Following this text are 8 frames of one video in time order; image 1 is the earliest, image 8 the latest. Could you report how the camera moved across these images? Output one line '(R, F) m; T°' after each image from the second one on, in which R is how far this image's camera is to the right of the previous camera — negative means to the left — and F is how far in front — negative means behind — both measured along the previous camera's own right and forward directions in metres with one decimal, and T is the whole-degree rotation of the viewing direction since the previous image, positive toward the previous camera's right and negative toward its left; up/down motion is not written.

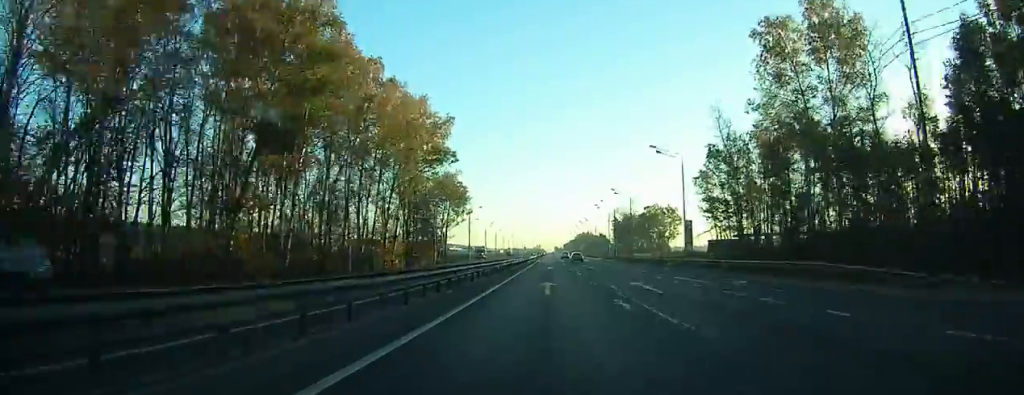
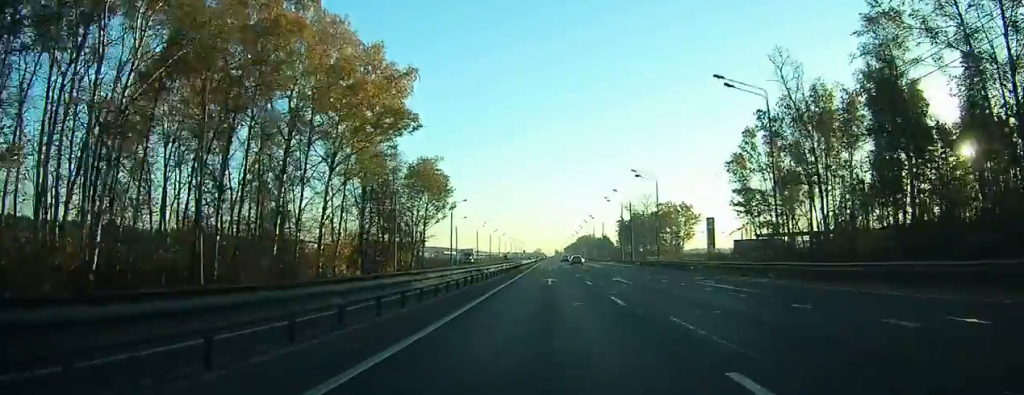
(0.0, +23.4) m; 0°
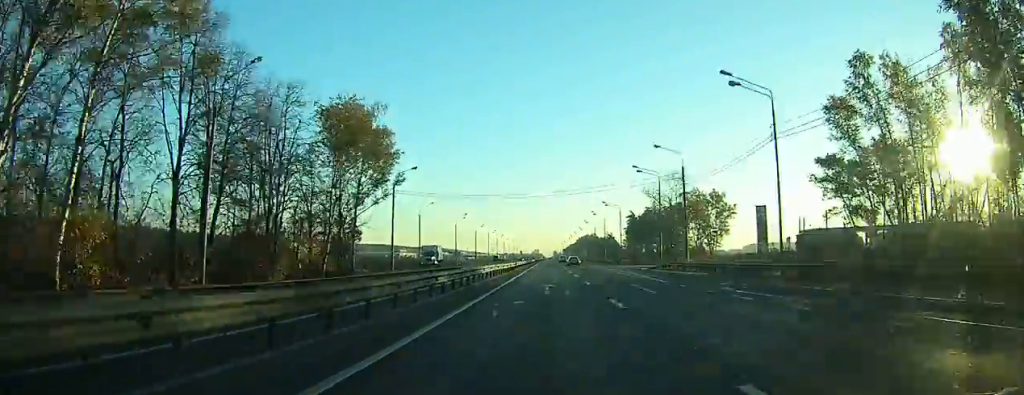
(0.0, +38.2) m; 0°
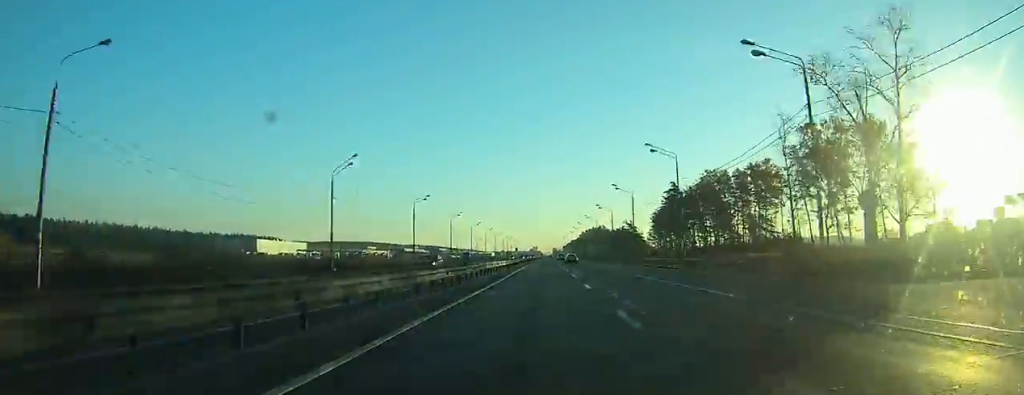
(0.0, +76.3) m; 0°
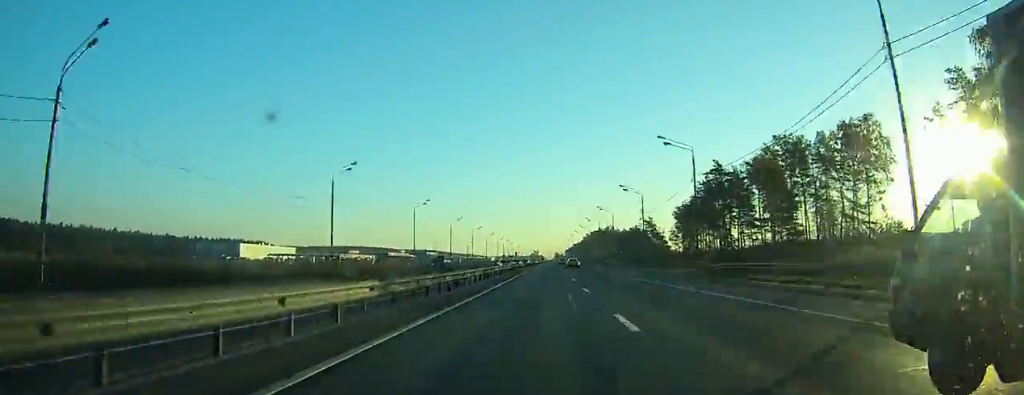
(+0.1, +35.0) m; 0°
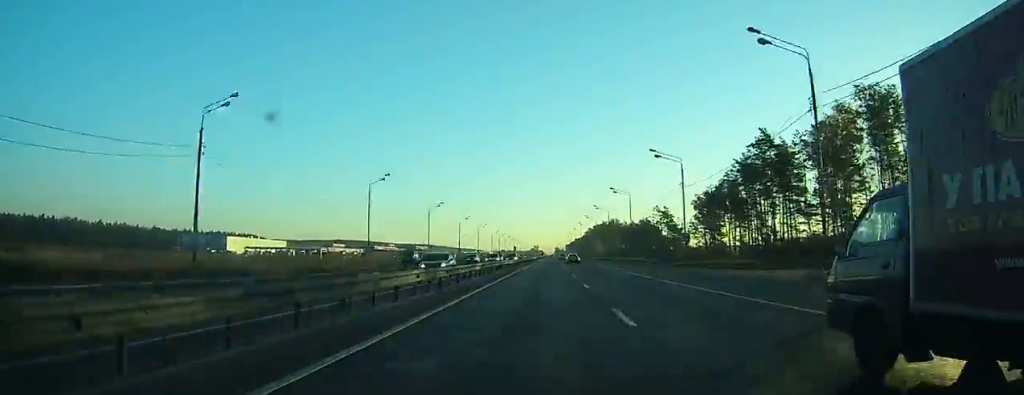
(0.0, +22.7) m; 0°
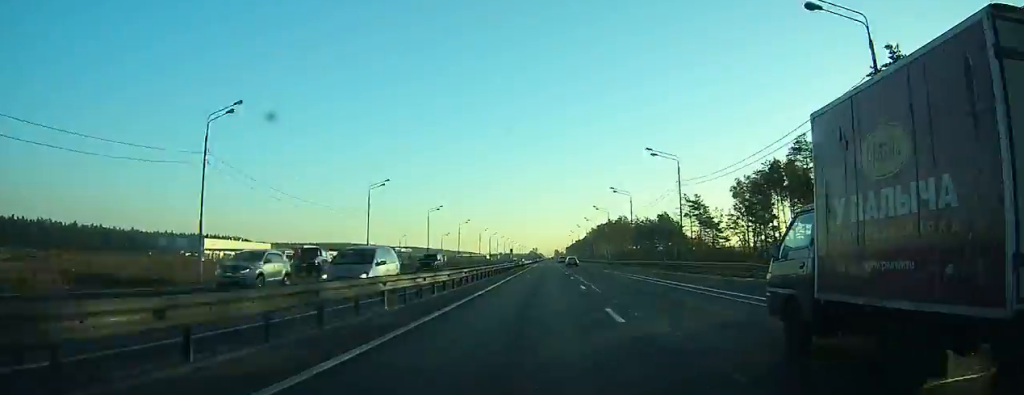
(0.0, +34.4) m; 0°
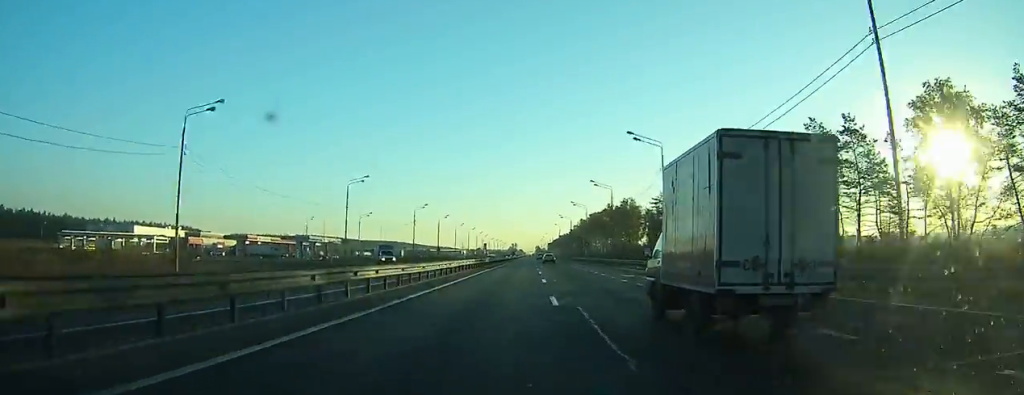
(+0.4, +71.9) m; +1°
